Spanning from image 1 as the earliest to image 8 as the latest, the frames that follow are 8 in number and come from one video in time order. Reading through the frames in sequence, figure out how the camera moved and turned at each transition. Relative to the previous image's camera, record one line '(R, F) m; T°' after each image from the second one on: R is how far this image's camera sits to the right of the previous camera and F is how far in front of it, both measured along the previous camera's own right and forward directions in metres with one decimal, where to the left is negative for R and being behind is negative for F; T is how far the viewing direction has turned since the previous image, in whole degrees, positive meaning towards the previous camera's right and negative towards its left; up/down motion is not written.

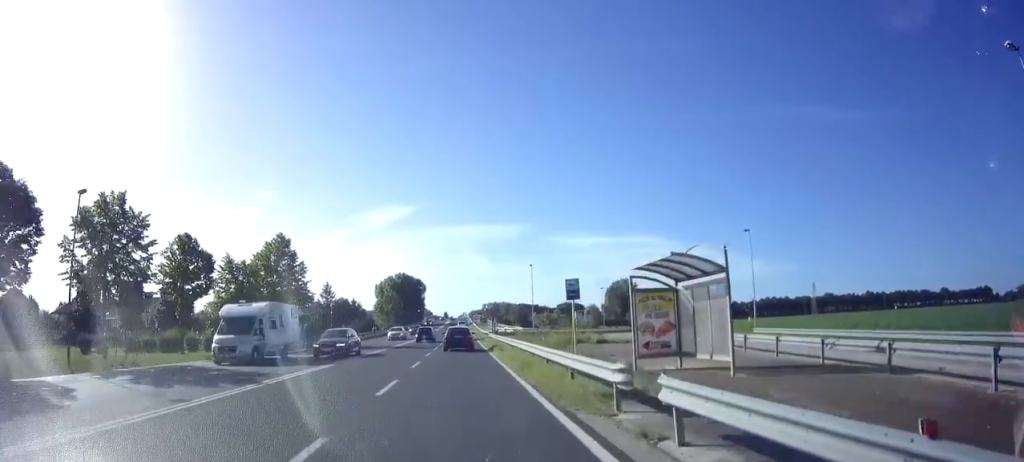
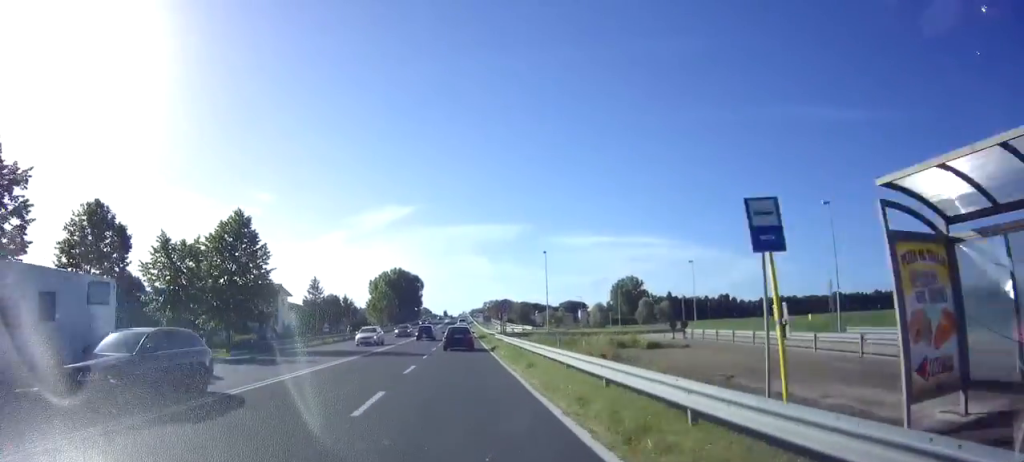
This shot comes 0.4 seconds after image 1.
(0.0, +9.8) m; 0°
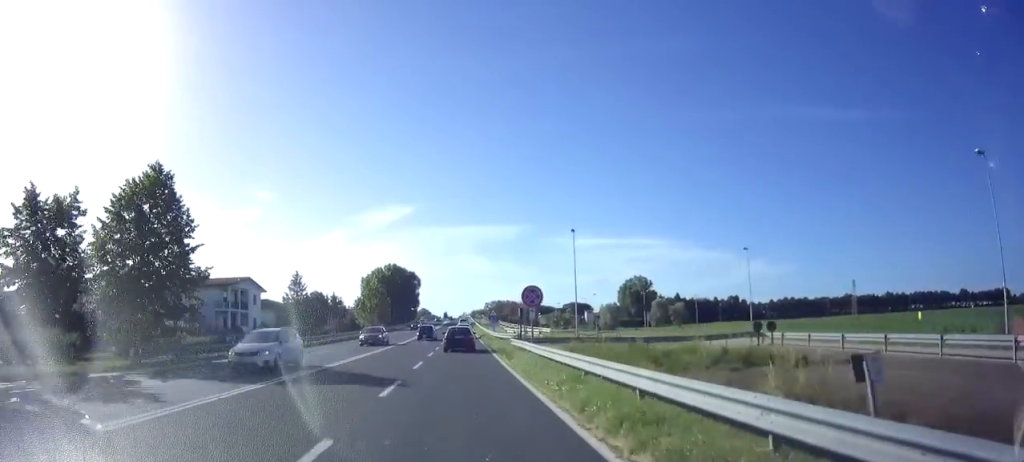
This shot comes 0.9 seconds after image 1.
(0.0, +12.2) m; 0°
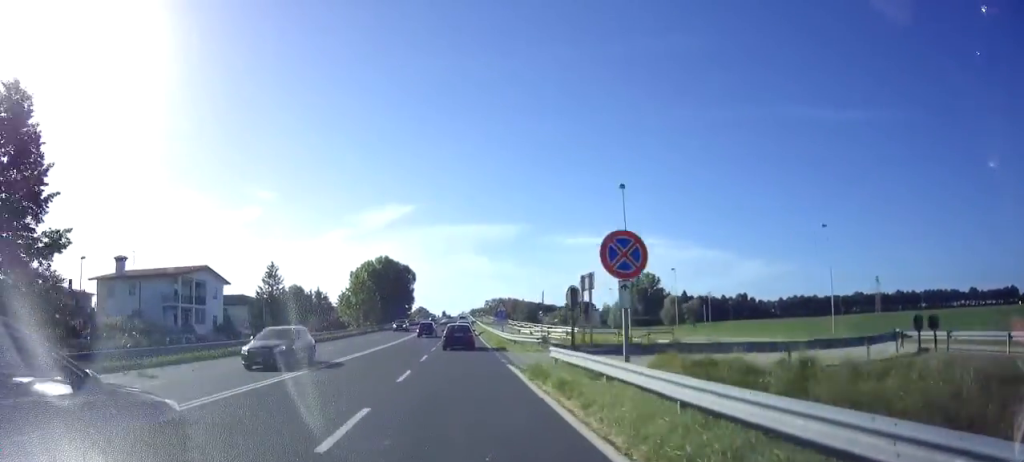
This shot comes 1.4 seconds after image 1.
(0.0, +12.2) m; 0°
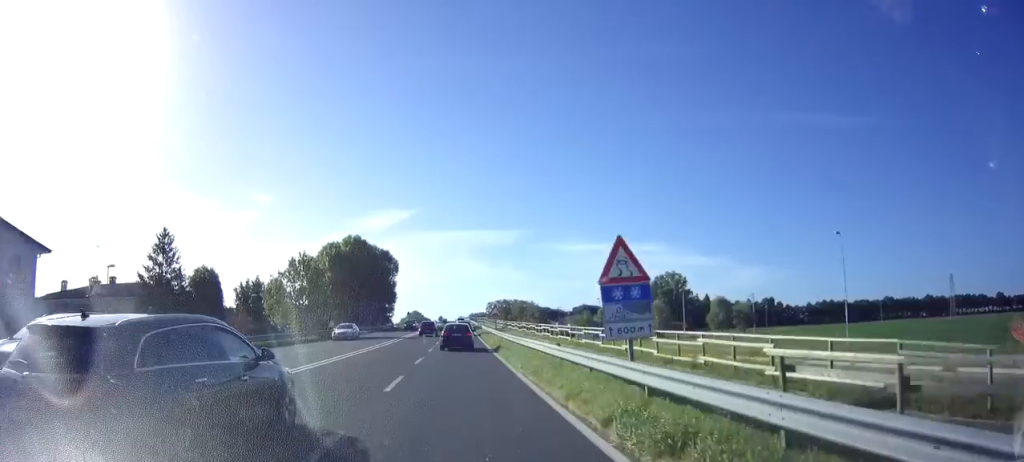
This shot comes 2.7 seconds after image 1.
(-0.1, +31.7) m; 0°
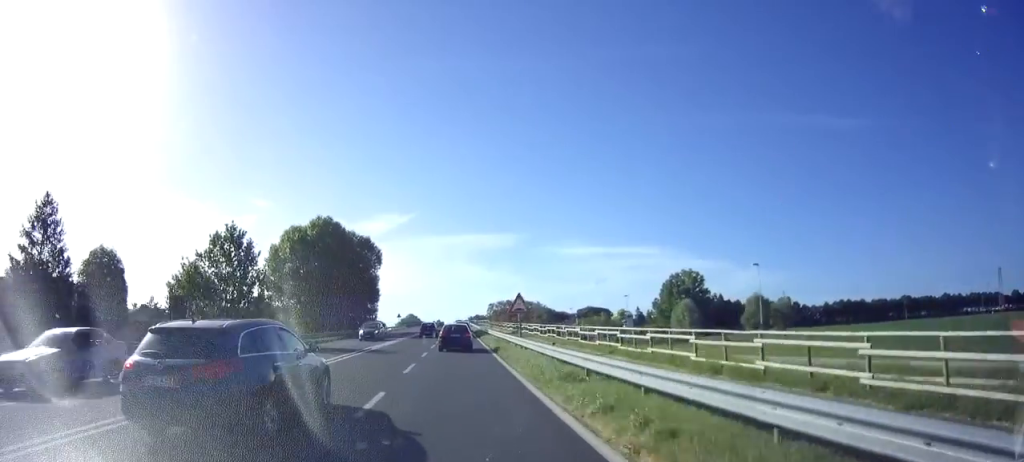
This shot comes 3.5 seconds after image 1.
(+0.1, +18.6) m; 0°
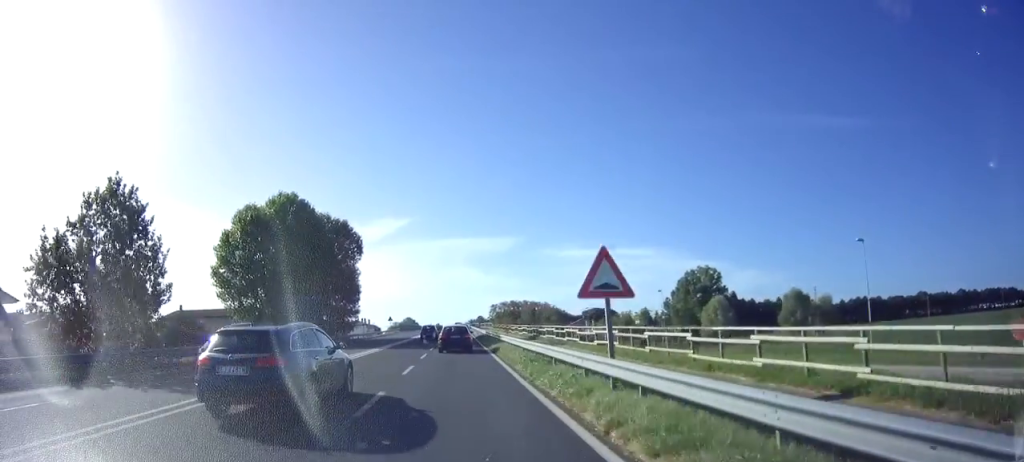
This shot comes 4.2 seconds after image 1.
(+0.1, +14.5) m; 0°
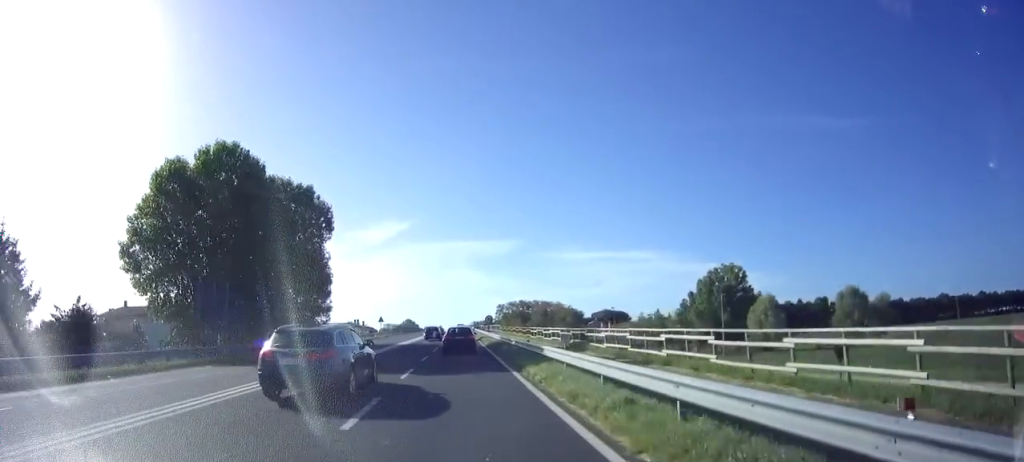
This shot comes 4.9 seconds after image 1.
(-0.1, +15.7) m; 0°
